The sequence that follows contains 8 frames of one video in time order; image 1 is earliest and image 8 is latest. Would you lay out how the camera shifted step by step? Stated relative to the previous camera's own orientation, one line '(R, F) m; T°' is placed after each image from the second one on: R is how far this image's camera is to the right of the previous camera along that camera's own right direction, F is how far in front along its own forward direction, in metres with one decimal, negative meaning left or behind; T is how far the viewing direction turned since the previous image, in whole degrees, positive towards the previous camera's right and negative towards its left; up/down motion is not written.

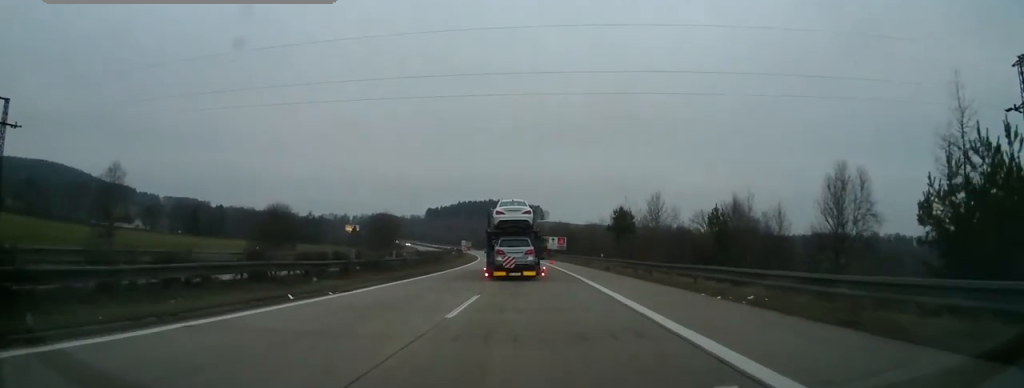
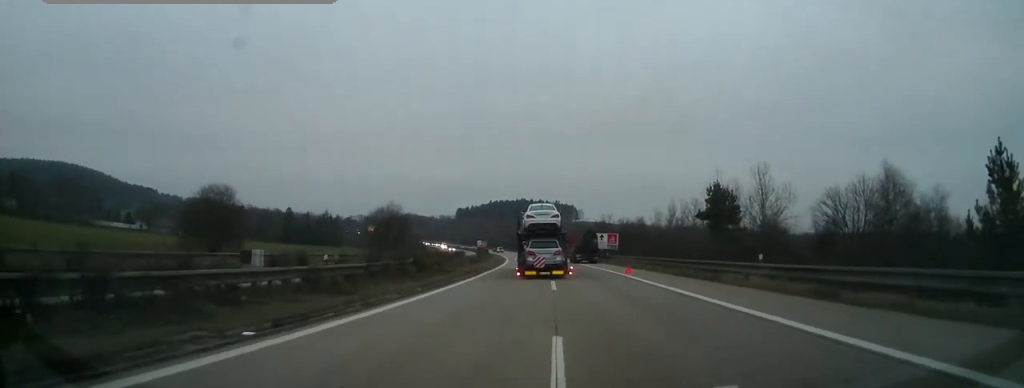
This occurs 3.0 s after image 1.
(+0.3, +24.2) m; -1°
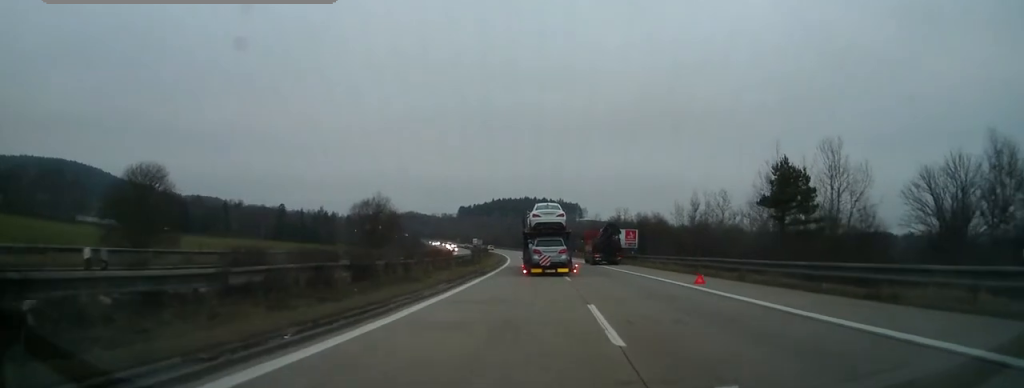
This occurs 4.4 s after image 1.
(-0.6, +11.8) m; -4°
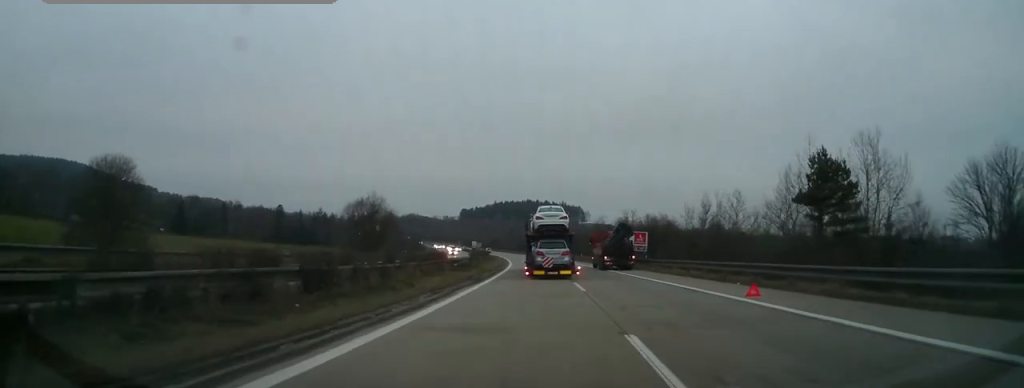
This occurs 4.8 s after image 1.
(0.0, +4.0) m; -1°
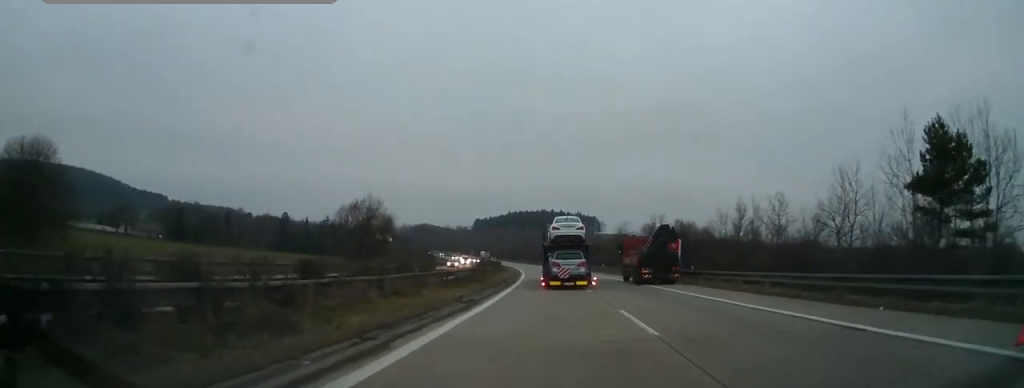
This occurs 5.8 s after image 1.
(-0.2, +9.0) m; -1°
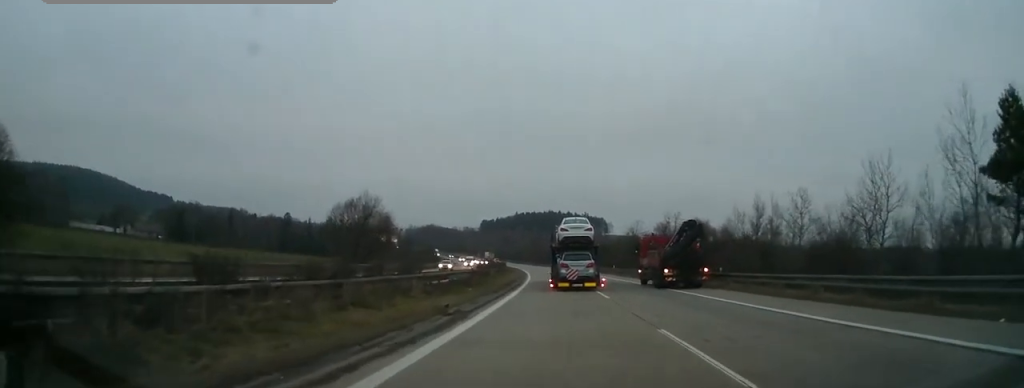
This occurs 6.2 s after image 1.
(0.0, +4.1) m; 0°
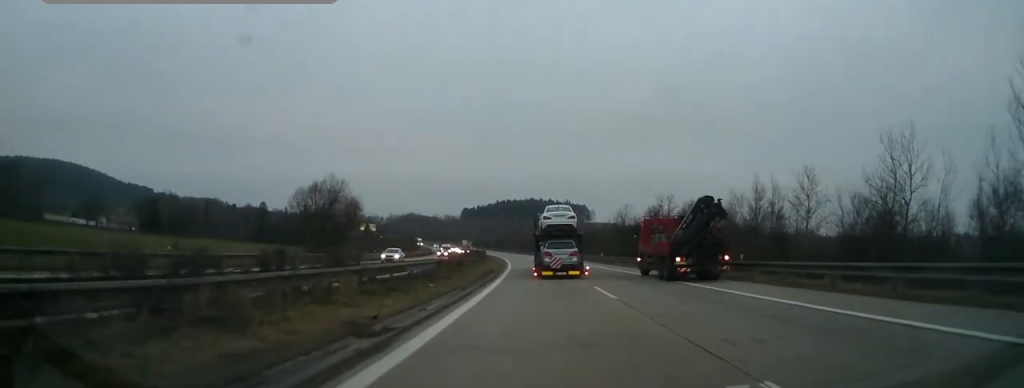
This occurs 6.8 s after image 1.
(0.0, +5.3) m; 0°
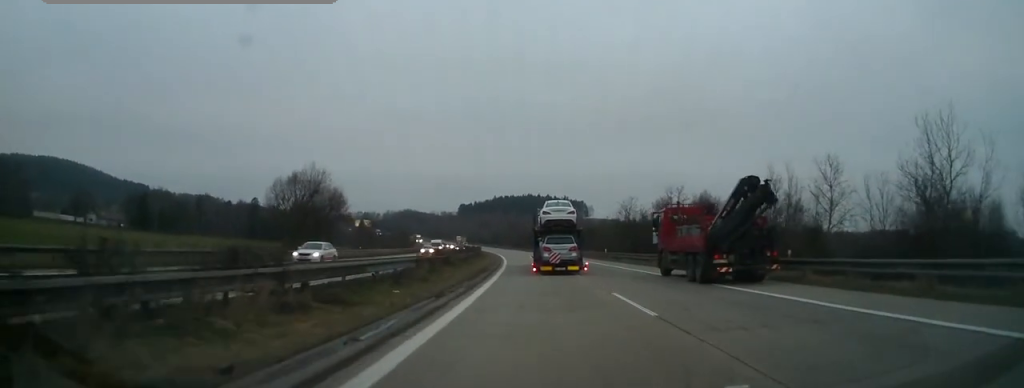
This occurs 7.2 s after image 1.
(0.0, +4.7) m; 0°
